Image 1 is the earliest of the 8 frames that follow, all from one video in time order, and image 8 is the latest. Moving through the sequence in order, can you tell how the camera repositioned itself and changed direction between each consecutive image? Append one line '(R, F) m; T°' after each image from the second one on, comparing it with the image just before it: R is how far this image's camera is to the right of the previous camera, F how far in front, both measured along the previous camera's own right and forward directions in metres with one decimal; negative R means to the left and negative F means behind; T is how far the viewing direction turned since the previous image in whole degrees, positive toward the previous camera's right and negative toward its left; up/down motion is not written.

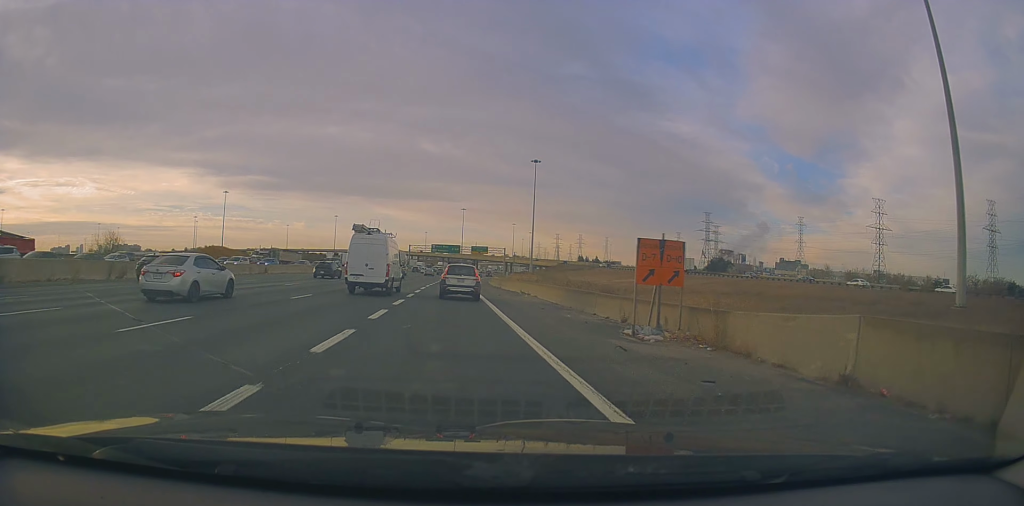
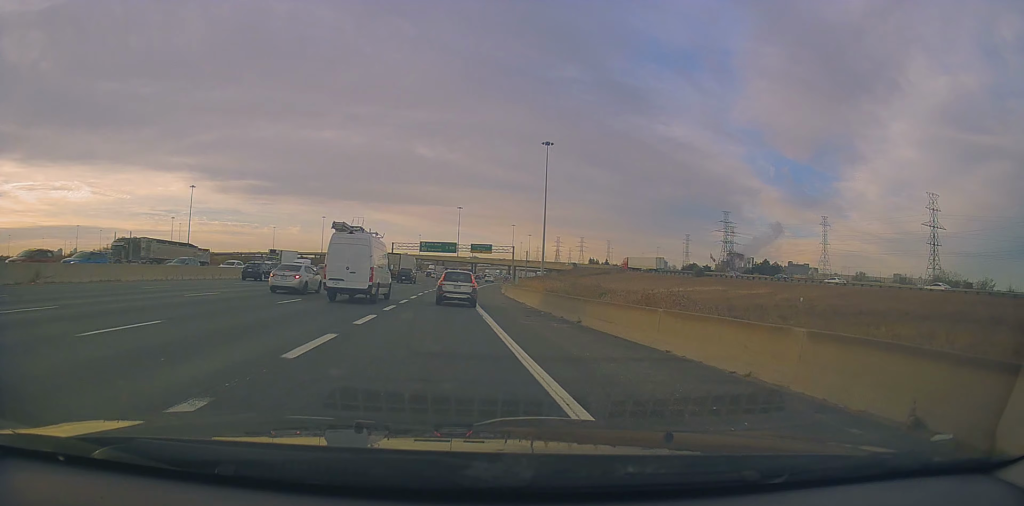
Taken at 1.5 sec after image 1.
(-0.6, +34.4) m; 0°
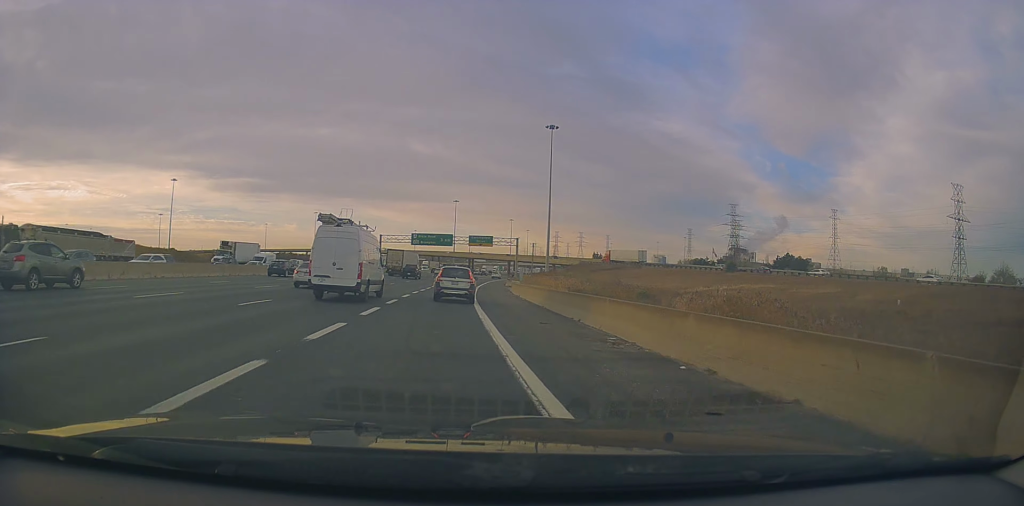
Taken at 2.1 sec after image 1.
(0.0, +14.4) m; +1°
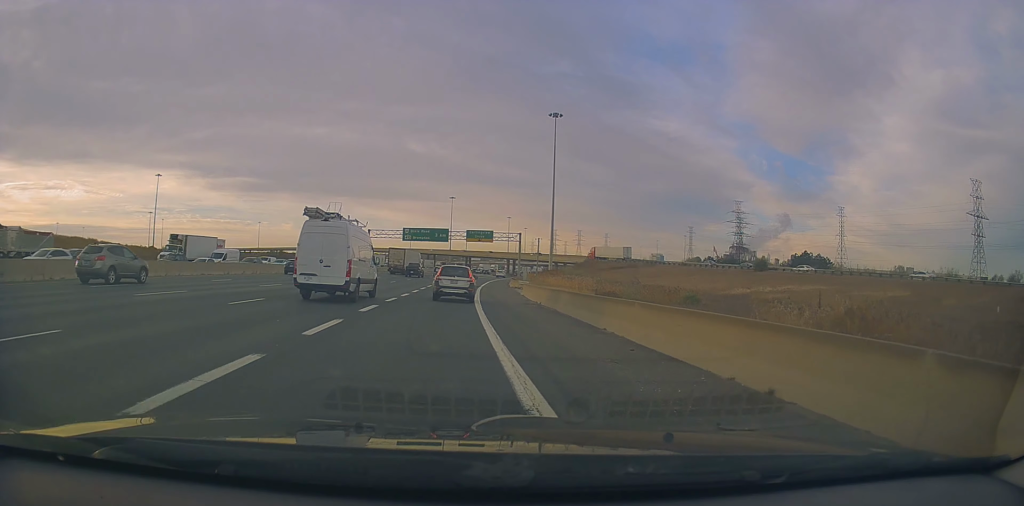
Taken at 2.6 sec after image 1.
(+0.1, +11.1) m; +1°
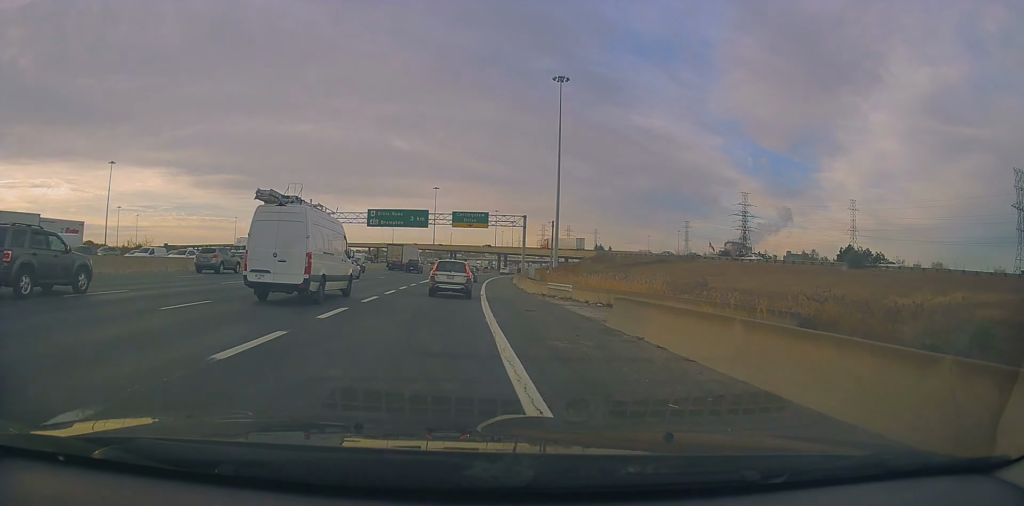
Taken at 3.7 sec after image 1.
(+0.6, +26.2) m; +2°
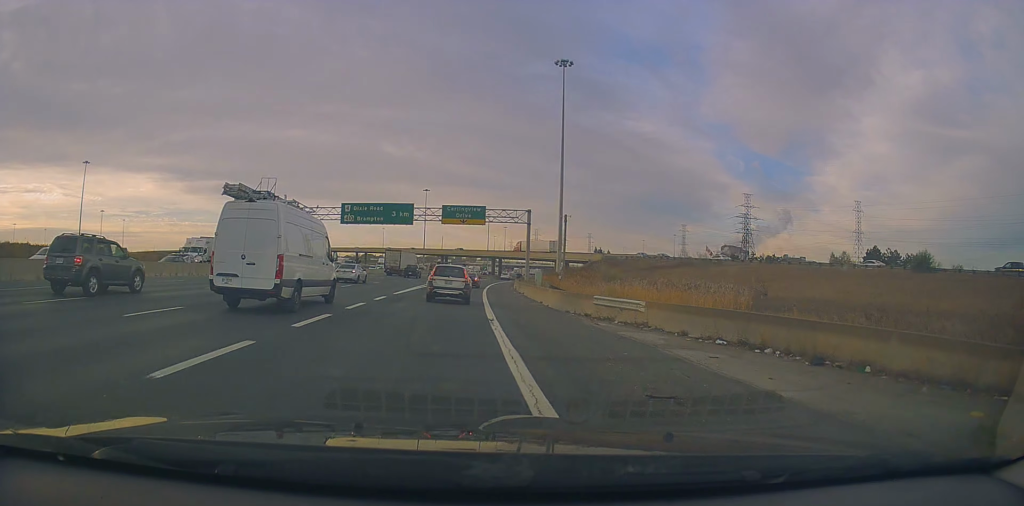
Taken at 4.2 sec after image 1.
(+0.1, +13.1) m; 0°
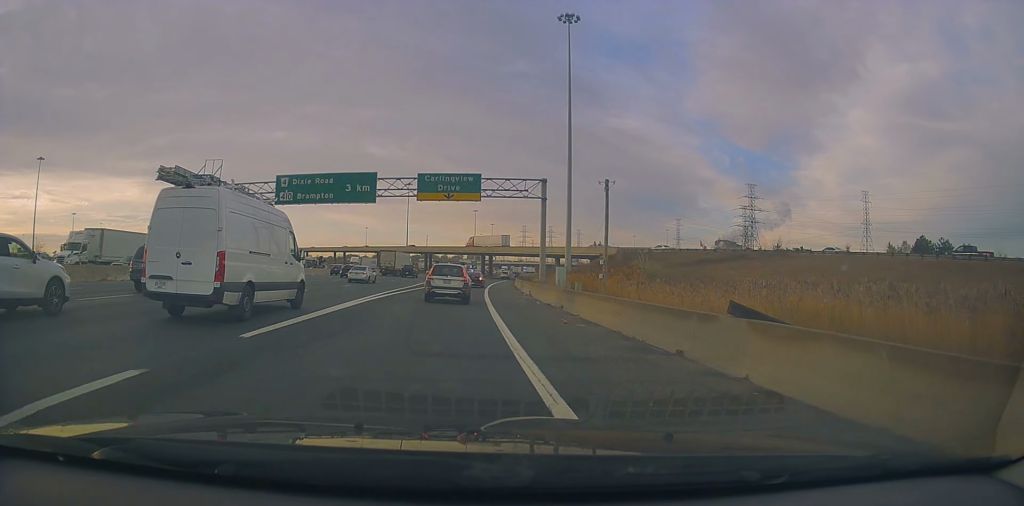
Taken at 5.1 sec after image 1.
(-0.2, +20.0) m; 0°
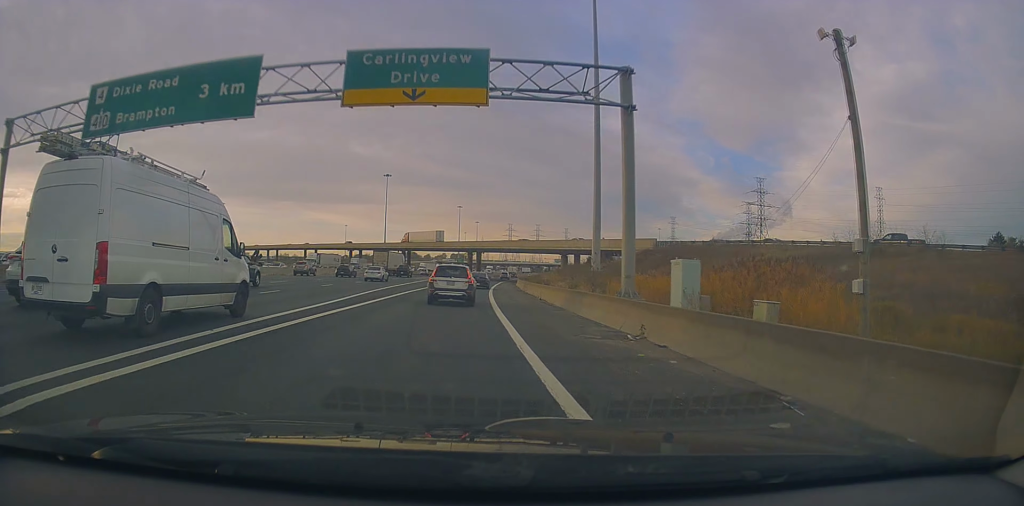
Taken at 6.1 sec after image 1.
(+0.4, +24.6) m; +1°
